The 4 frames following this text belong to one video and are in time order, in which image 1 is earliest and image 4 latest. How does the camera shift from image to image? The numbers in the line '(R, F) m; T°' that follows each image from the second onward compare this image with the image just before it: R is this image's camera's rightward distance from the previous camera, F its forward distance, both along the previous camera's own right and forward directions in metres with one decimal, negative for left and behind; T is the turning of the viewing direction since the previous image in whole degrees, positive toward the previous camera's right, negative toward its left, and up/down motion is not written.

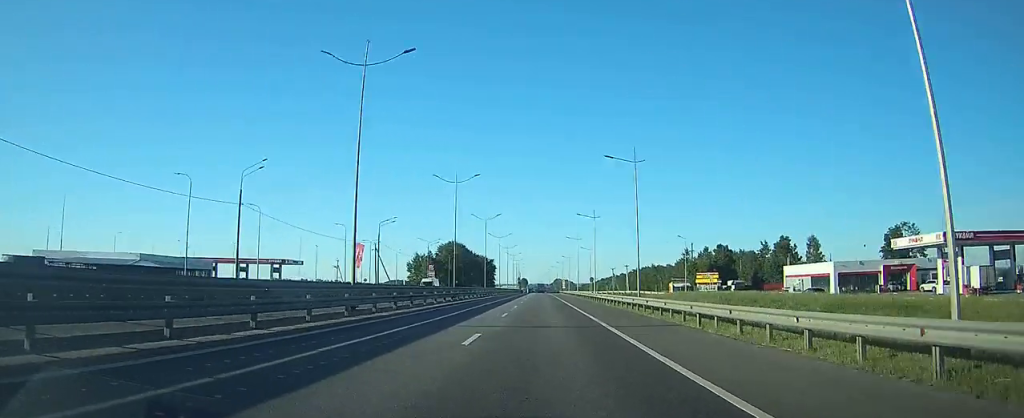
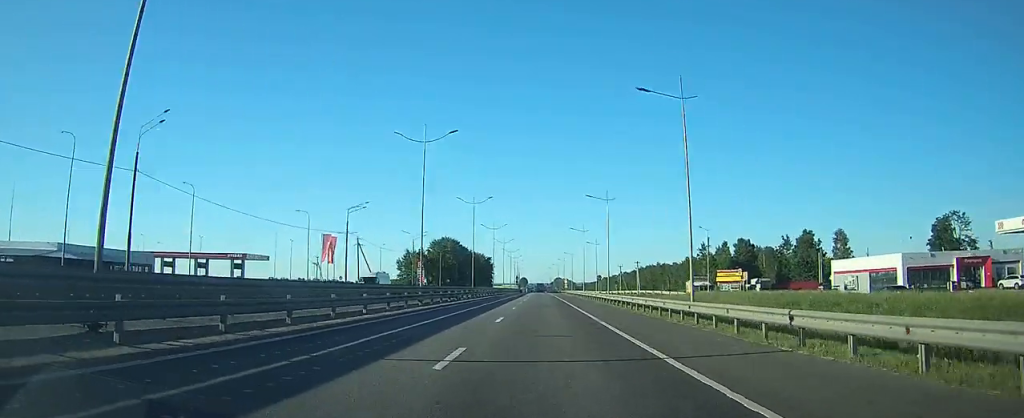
(0.0, +15.6) m; 0°
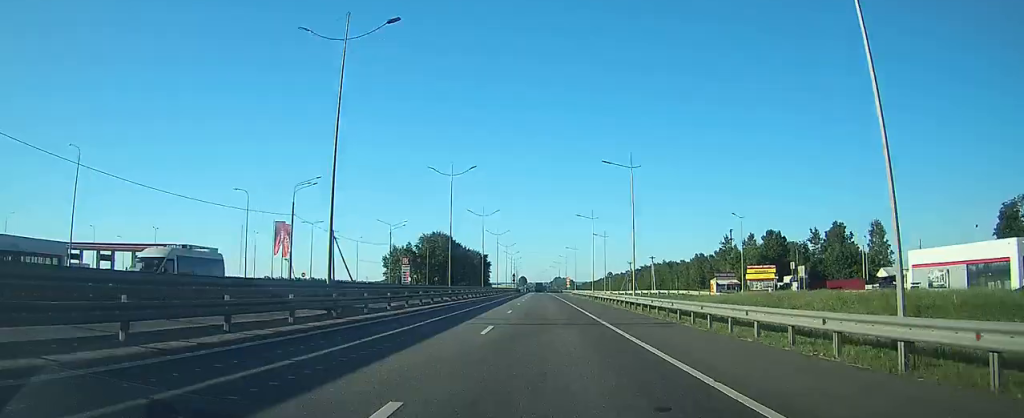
(0.0, +17.5) m; 0°
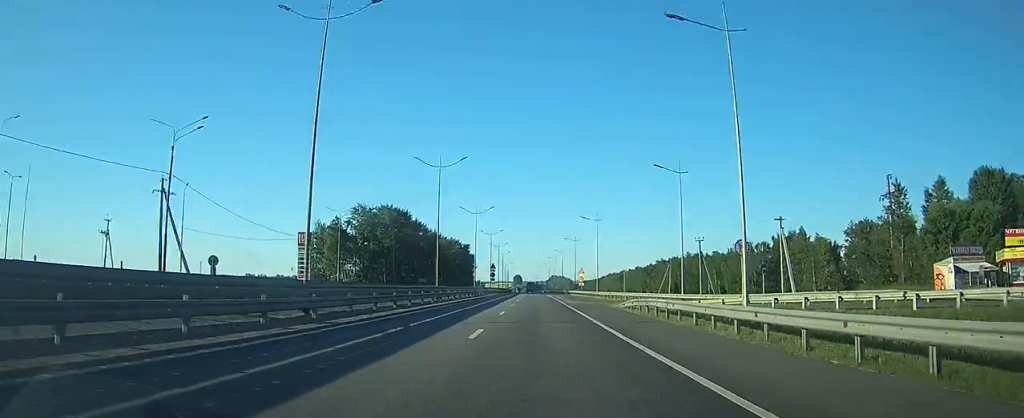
(0.0, +61.1) m; 0°
